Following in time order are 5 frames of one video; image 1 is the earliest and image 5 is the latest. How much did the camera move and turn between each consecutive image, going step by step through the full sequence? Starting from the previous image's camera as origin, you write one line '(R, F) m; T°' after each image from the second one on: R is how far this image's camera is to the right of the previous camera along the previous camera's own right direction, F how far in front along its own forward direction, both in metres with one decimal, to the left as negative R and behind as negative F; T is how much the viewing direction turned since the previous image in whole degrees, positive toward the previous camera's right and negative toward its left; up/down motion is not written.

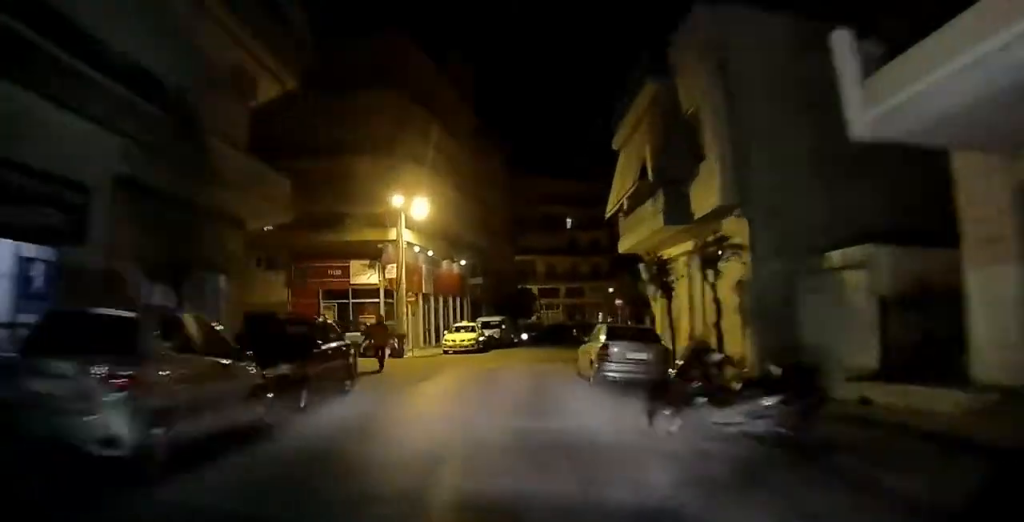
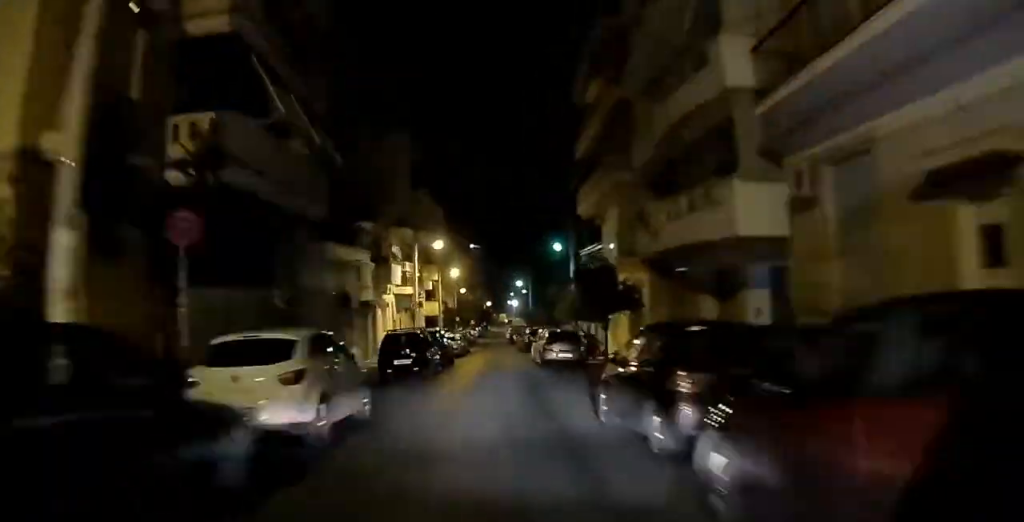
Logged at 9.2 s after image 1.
(+44.5, +62.6) m; +46°
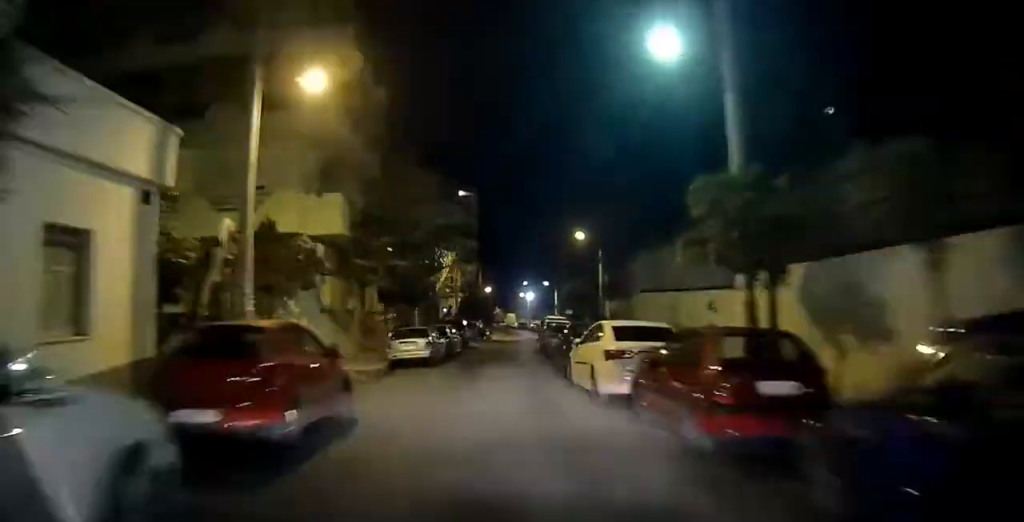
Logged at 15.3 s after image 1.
(+3.0, +64.0) m; +4°
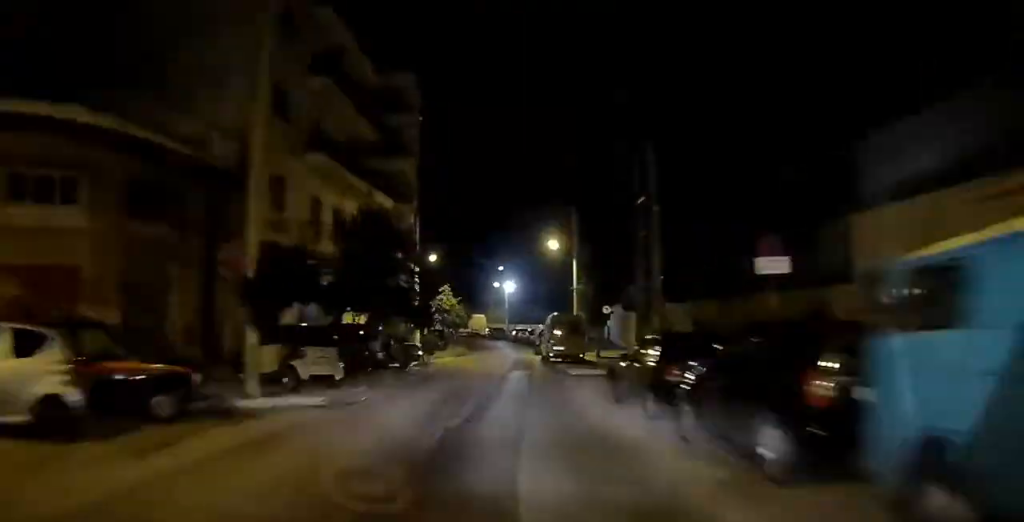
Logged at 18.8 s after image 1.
(+1.0, +39.3) m; -6°
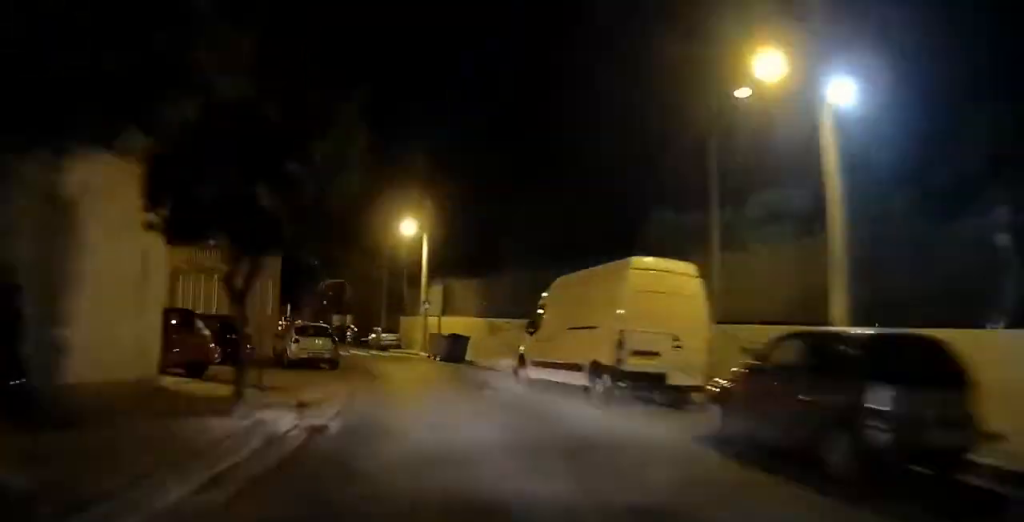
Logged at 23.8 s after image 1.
(-6.7, +55.0) m; -19°
